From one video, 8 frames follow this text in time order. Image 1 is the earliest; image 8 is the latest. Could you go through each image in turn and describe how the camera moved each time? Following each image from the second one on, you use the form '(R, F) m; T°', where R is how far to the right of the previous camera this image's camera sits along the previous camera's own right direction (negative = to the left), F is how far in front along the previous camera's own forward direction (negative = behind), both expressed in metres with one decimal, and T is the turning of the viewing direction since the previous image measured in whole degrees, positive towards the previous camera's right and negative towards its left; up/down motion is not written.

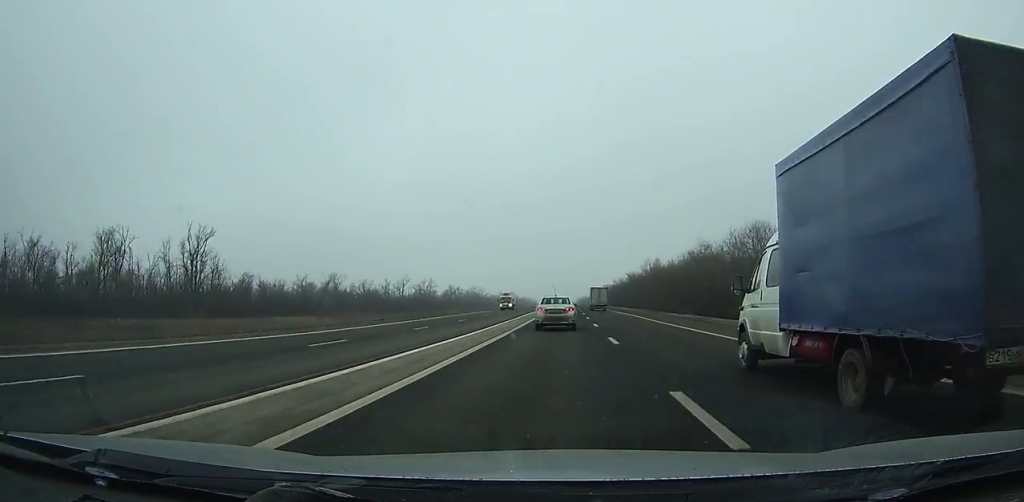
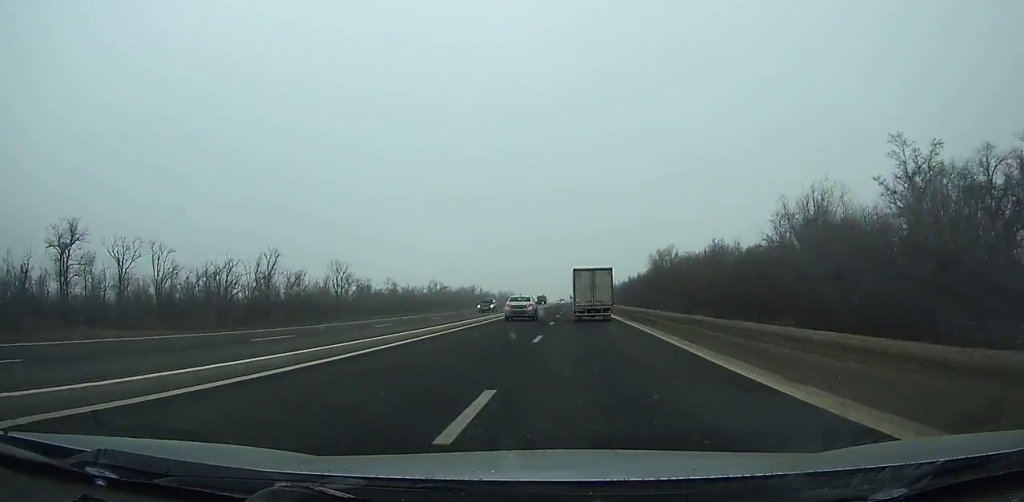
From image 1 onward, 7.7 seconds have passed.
(-0.9, +191.3) m; -1°
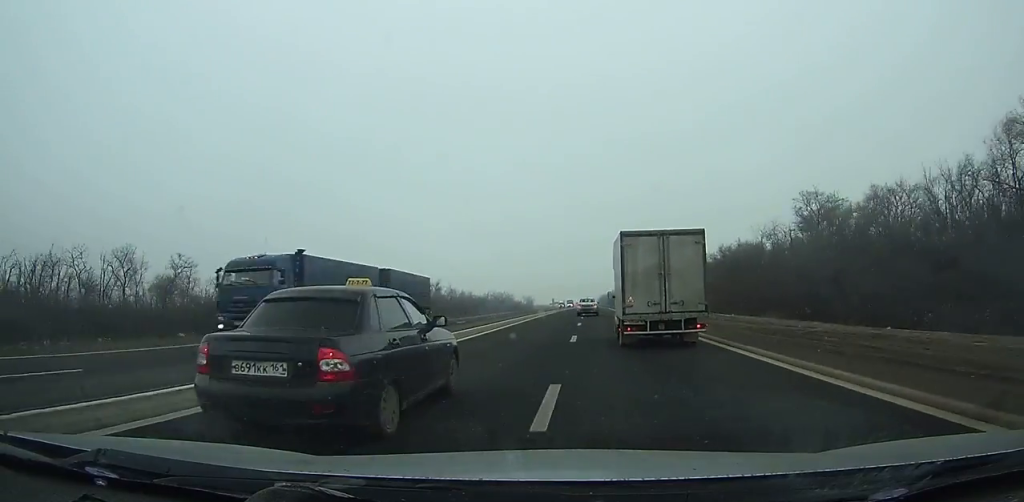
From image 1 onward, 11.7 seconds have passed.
(-0.2, +96.1) m; 0°
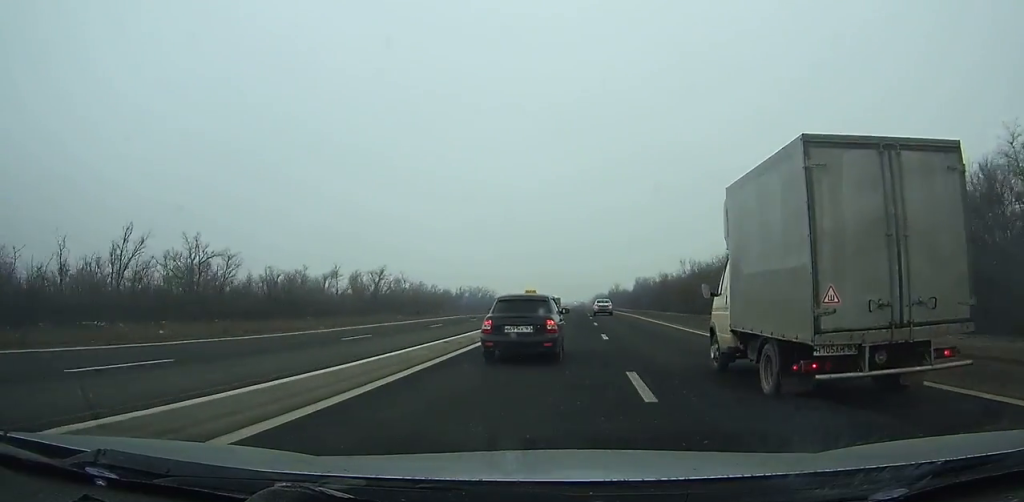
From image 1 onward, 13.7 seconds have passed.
(-0.3, +48.0) m; 0°
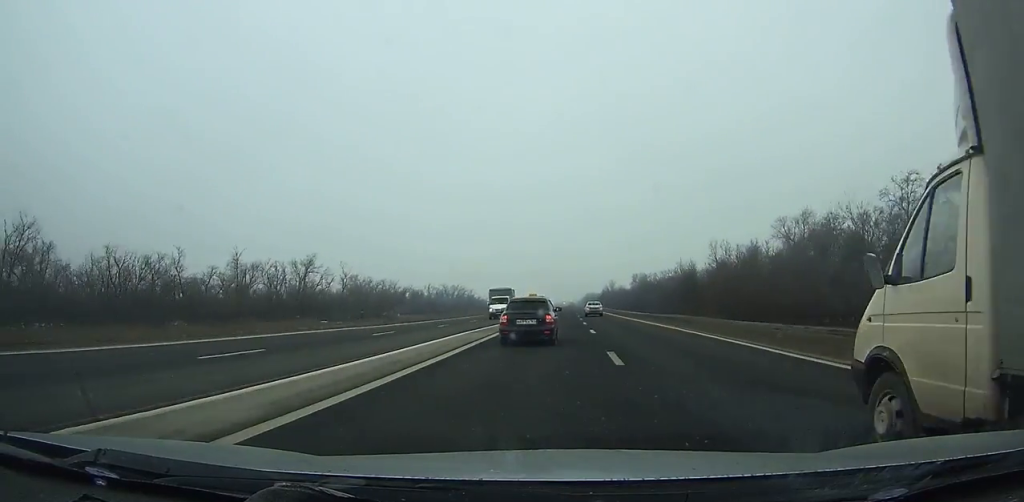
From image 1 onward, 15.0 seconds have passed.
(+0.4, +31.3) m; 0°
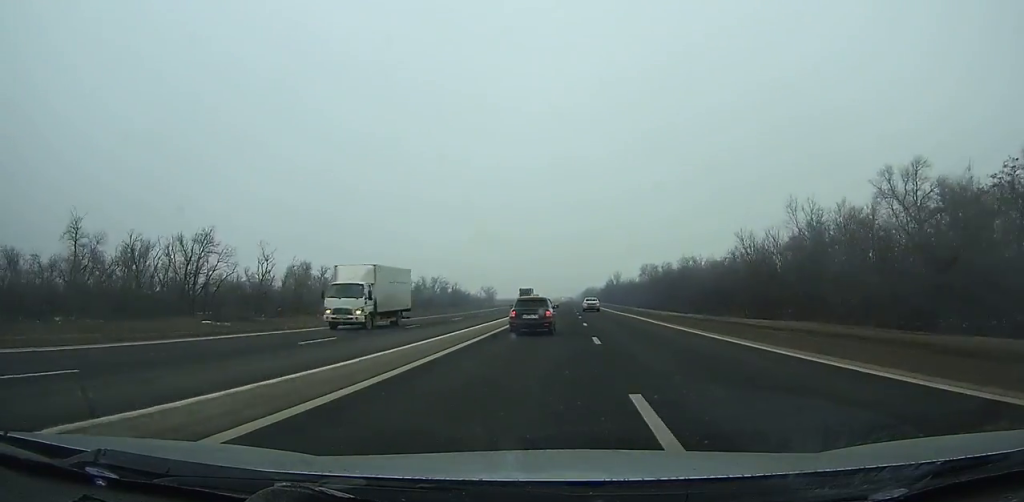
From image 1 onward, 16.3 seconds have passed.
(+0.3, +31.4) m; 0°
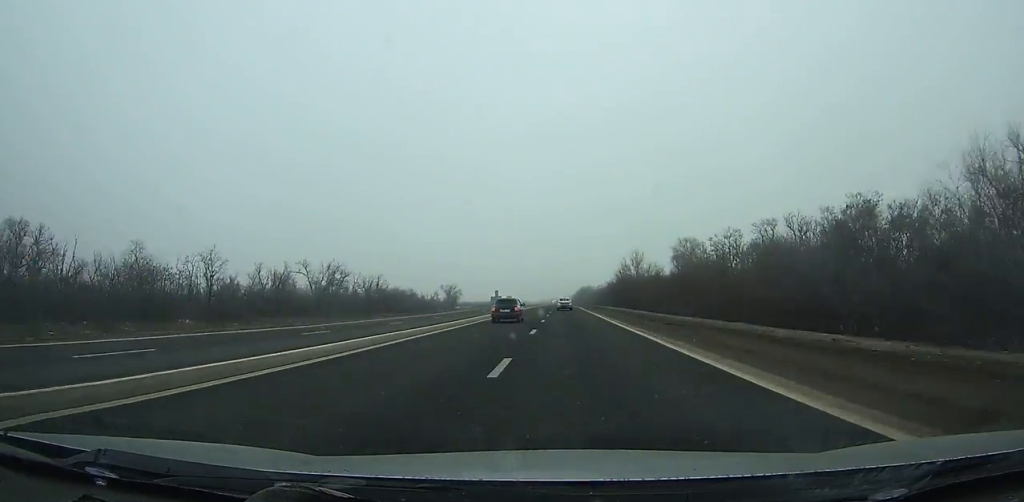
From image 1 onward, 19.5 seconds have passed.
(+0.3, +77.9) m; 0°
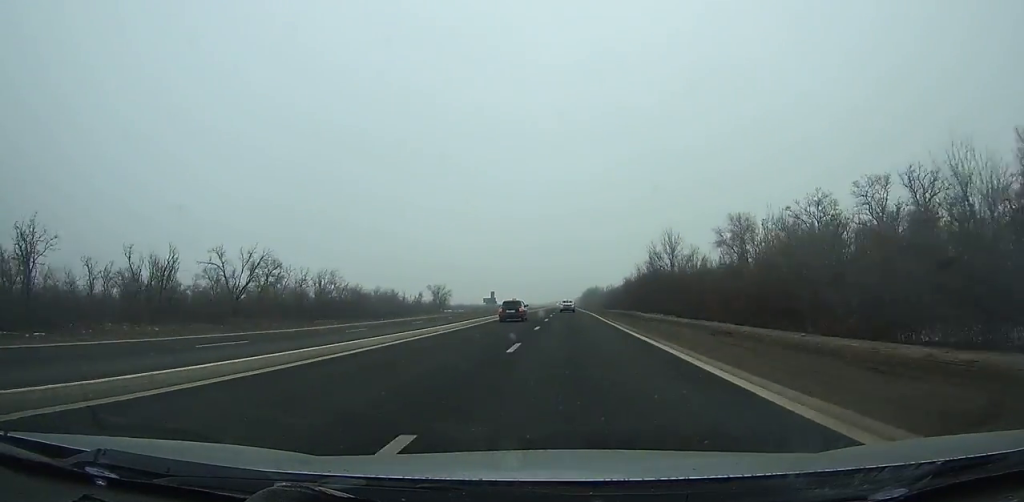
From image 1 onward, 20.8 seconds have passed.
(-0.2, +31.9) m; 0°
